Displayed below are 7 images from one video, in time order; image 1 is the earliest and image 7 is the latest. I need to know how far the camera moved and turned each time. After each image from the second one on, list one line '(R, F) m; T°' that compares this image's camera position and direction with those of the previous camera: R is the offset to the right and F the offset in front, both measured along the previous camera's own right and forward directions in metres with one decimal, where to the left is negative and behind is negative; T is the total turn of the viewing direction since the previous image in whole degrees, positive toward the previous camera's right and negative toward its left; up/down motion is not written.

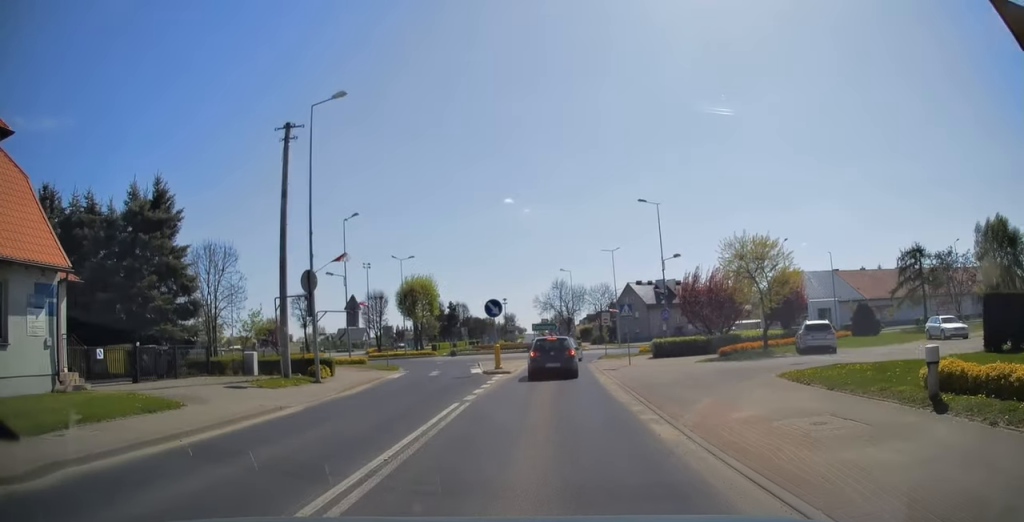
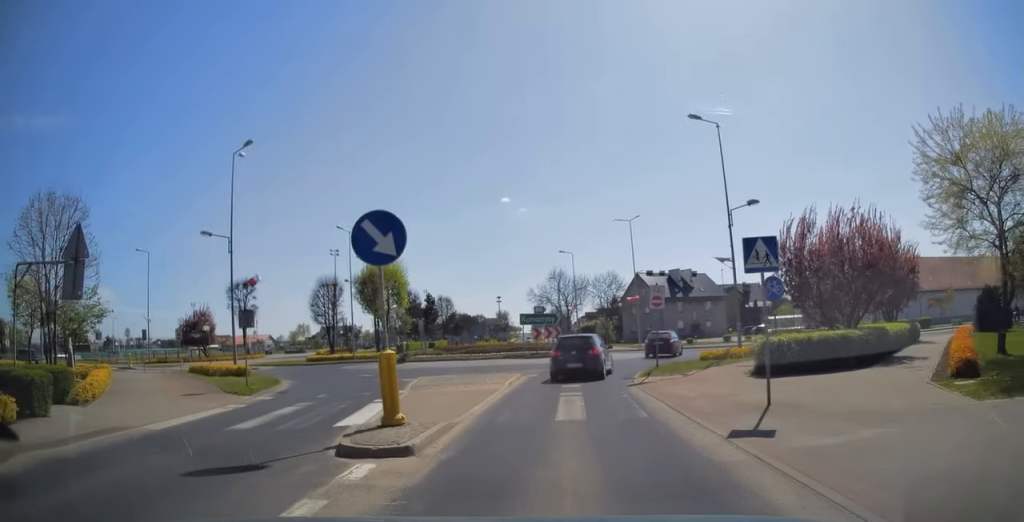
(-0.3, +17.6) m; +1°
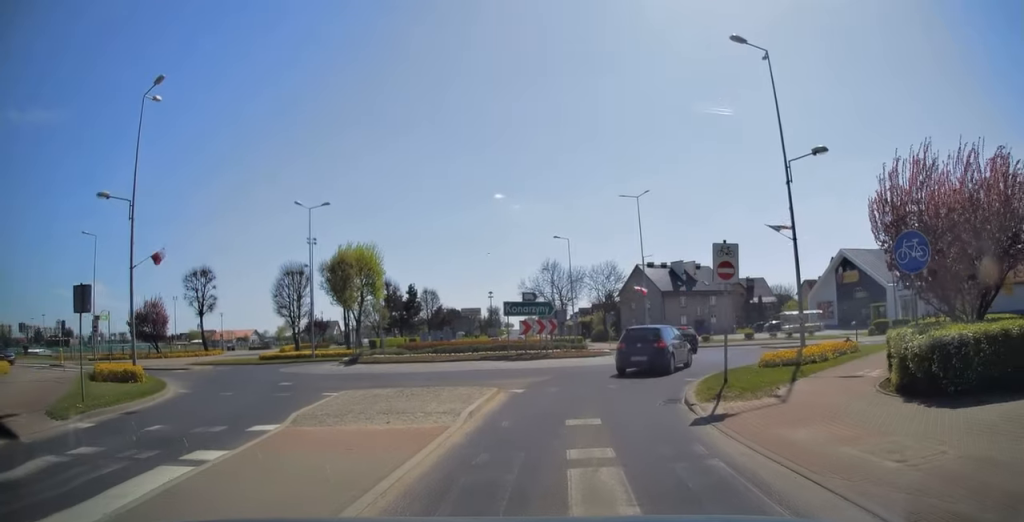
(+0.1, +7.7) m; +4°
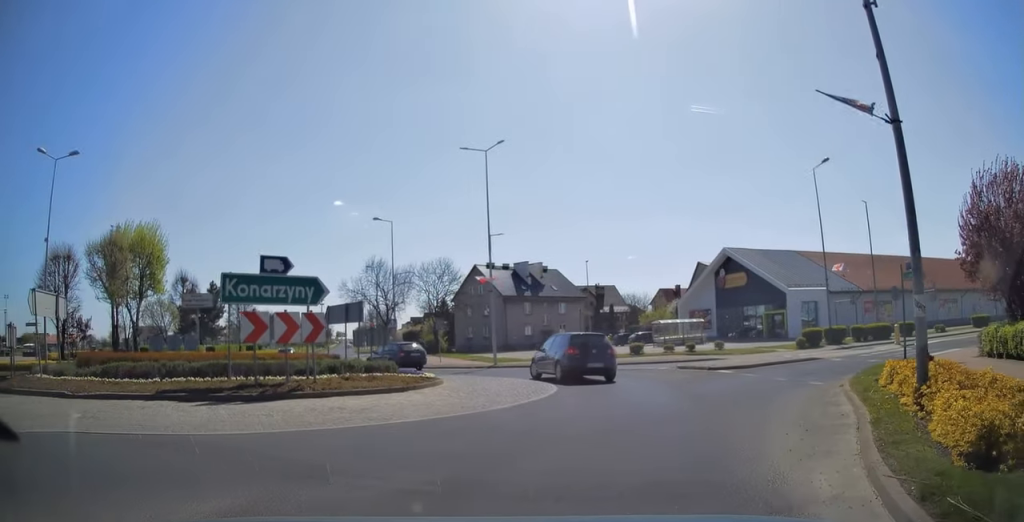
(+2.1, +13.3) m; +19°
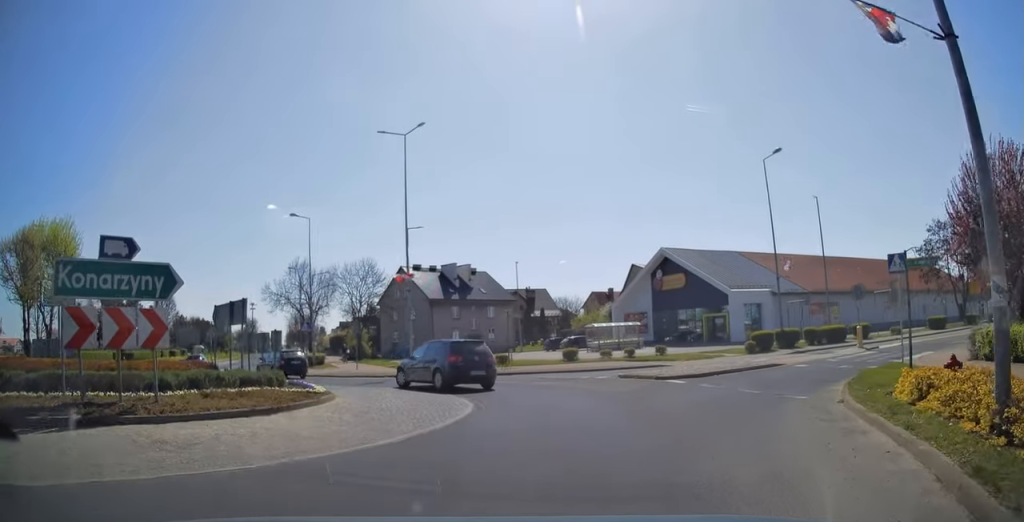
(+0.2, +3.2) m; 0°
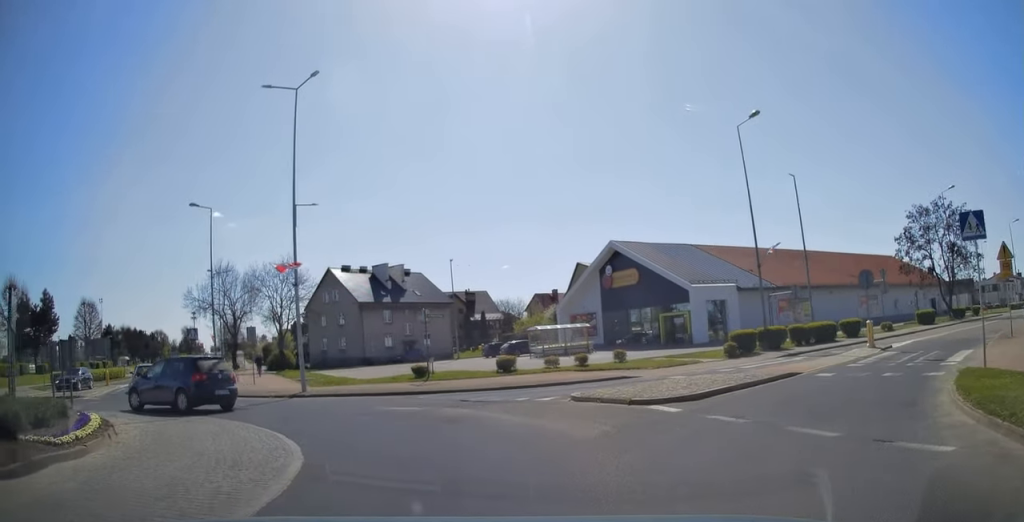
(+0.2, +6.4) m; -6°
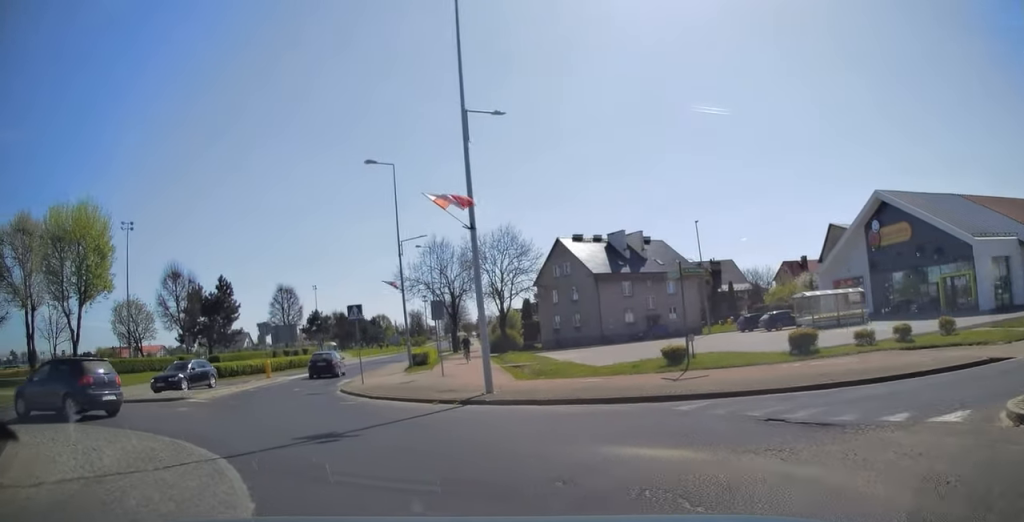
(-1.5, +7.8) m; -23°
